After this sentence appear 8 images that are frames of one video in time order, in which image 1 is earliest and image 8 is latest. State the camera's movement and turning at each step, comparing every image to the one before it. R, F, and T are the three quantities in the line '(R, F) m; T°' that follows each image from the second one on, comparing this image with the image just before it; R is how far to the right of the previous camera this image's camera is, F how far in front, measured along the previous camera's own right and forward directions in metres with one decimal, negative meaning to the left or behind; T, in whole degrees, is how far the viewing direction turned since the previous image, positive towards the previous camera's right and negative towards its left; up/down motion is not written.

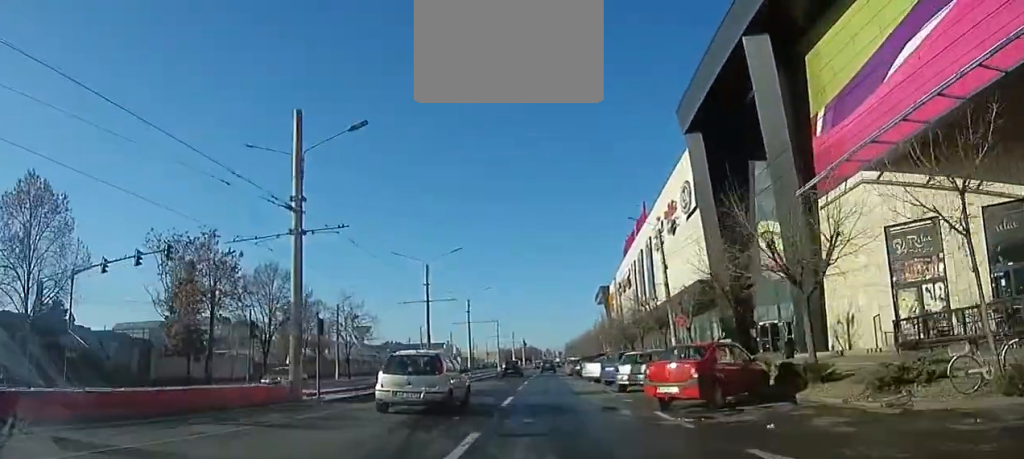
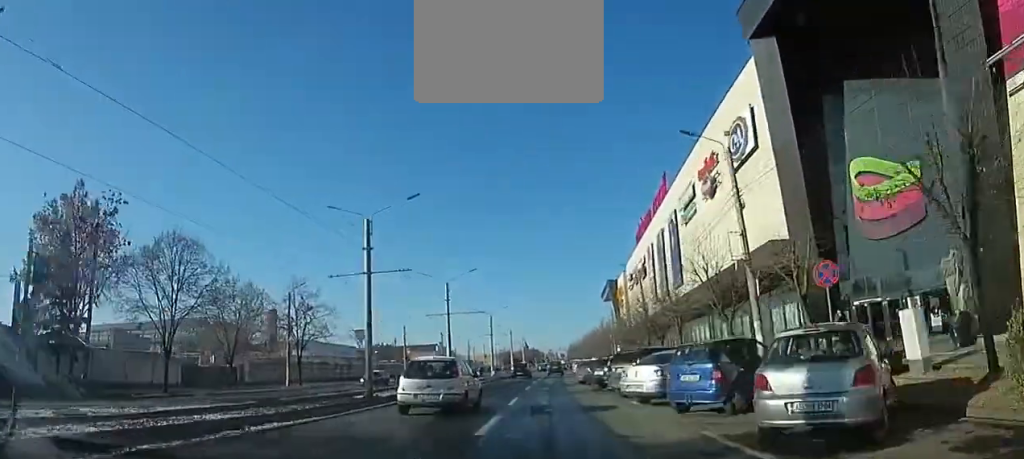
(0.0, +13.5) m; 0°
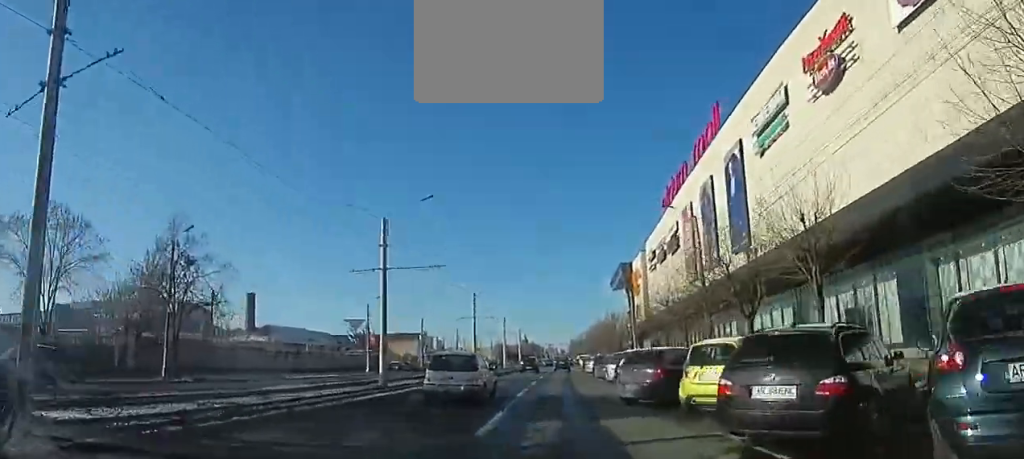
(-0.3, +18.7) m; +2°
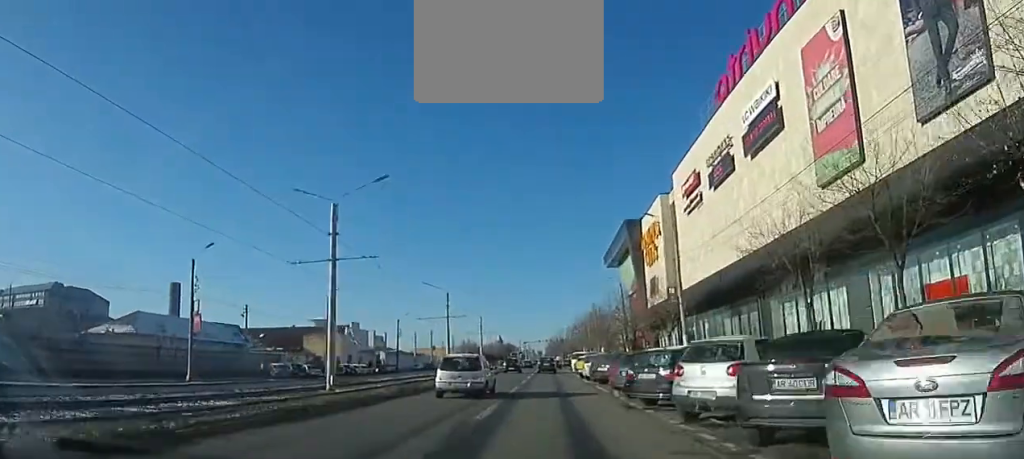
(+1.7, +33.1) m; +1°
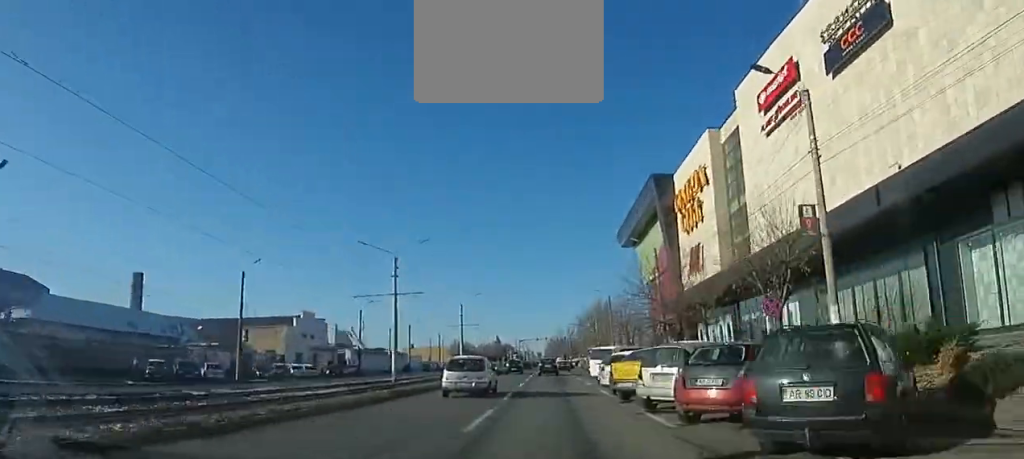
(-1.0, +18.8) m; 0°
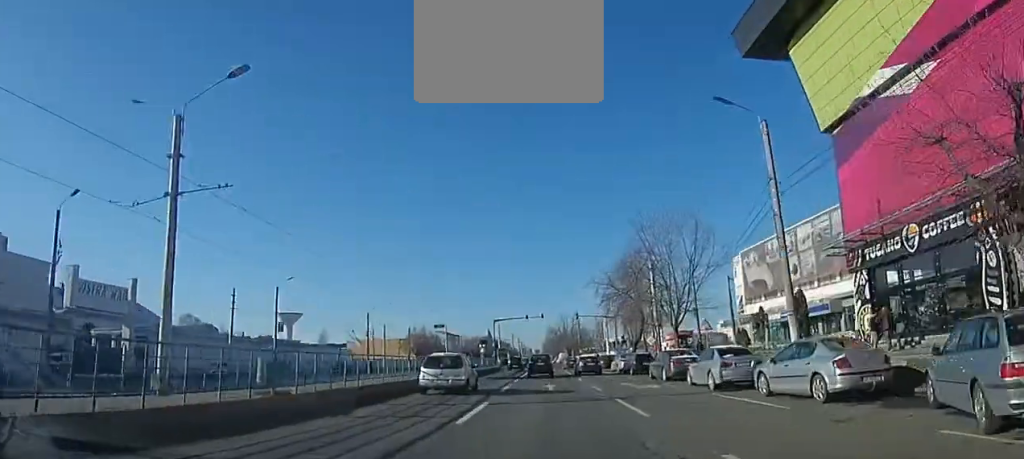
(+1.6, +50.9) m; +2°
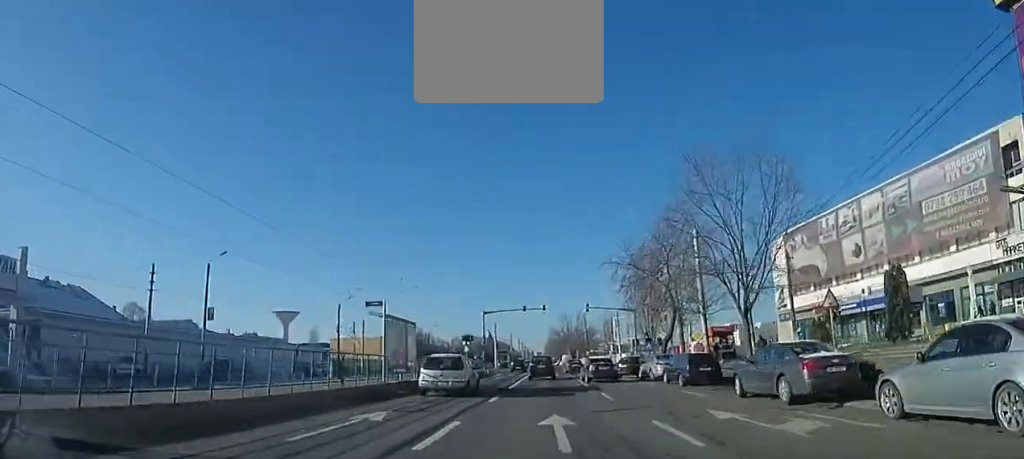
(+0.1, +12.3) m; -1°
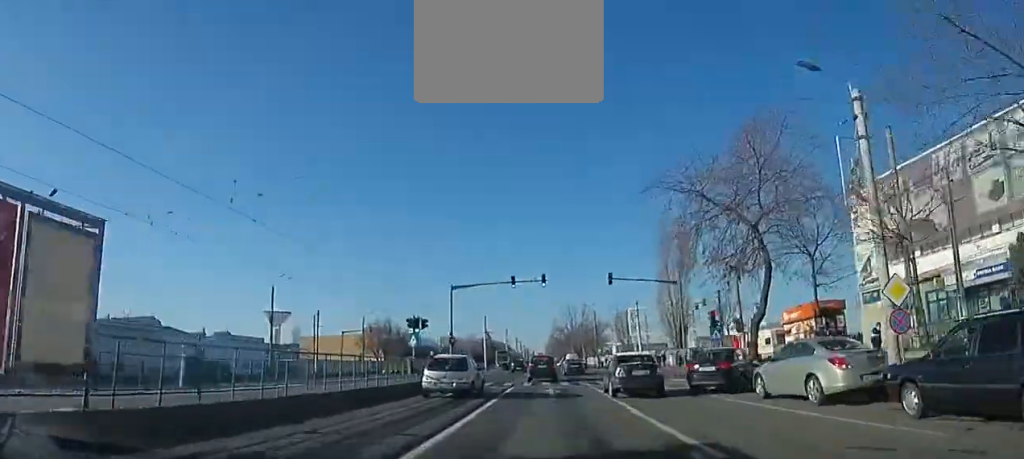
(-0.6, +17.1) m; -1°
